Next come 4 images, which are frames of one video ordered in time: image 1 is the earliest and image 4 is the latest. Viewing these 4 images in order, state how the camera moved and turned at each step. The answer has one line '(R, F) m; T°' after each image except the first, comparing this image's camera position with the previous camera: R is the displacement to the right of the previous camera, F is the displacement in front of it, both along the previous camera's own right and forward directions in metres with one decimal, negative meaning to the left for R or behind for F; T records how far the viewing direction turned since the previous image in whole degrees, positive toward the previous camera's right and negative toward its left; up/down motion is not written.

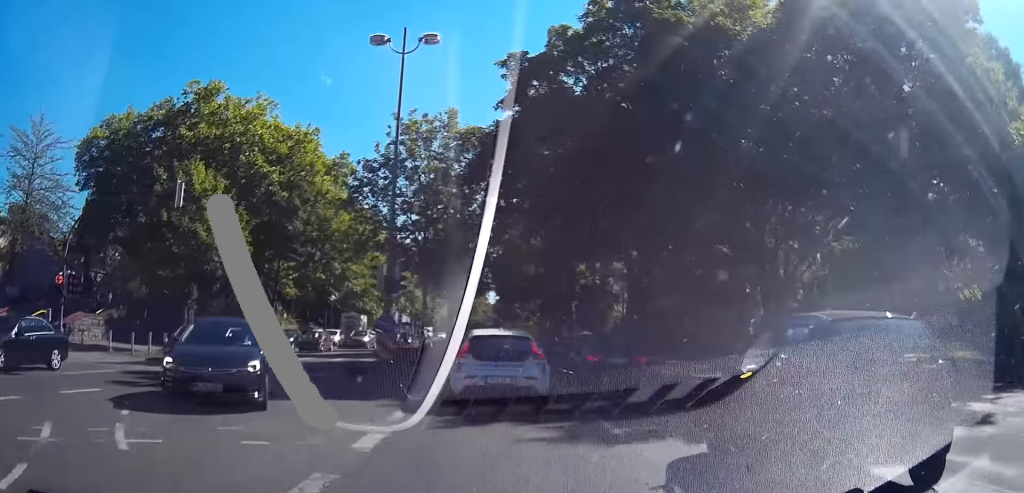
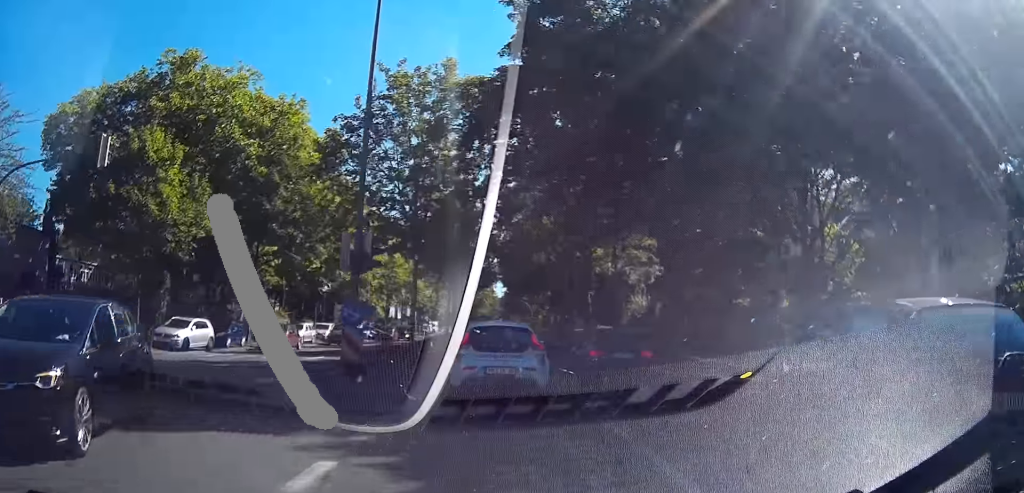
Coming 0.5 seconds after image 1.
(-0.1, +5.9) m; -1°
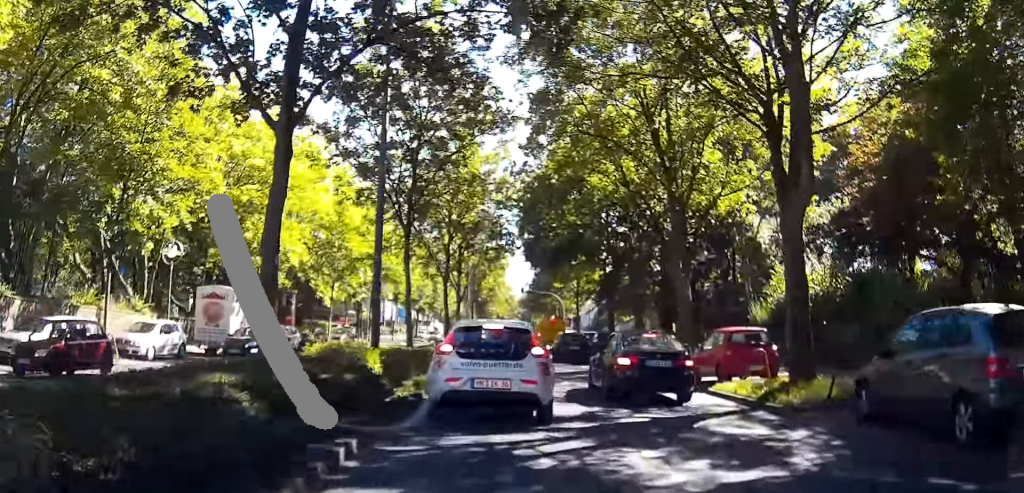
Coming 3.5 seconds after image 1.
(-1.6, +31.5) m; -4°
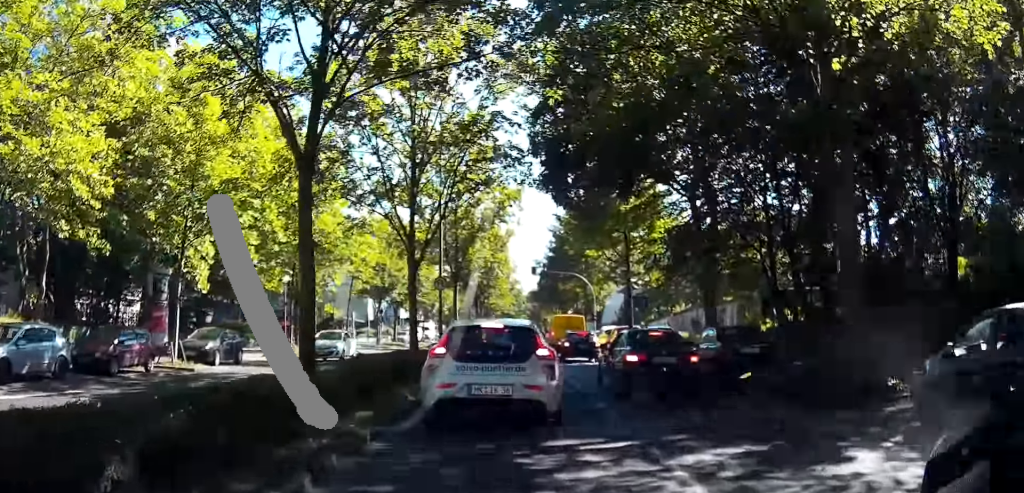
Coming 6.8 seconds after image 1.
(-1.4, +26.2) m; -6°
